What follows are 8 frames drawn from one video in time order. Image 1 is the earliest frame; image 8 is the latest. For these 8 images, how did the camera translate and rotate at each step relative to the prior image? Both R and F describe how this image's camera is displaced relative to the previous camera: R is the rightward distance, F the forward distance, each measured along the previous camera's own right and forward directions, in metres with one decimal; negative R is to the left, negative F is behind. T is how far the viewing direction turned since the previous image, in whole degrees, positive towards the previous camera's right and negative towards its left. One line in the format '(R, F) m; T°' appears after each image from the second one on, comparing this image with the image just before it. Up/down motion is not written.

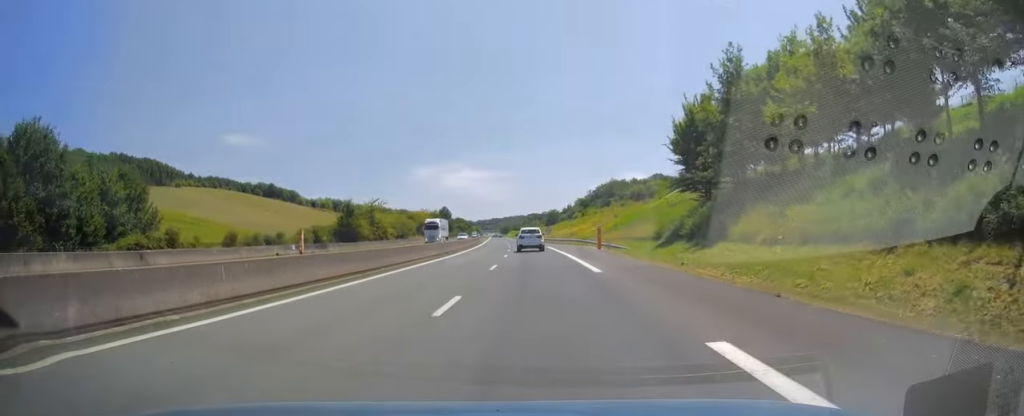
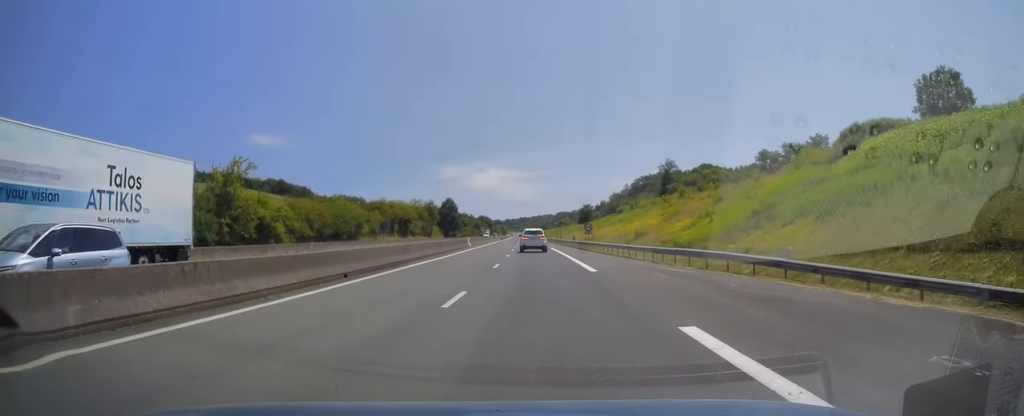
(-1.4, +50.7) m; -3°
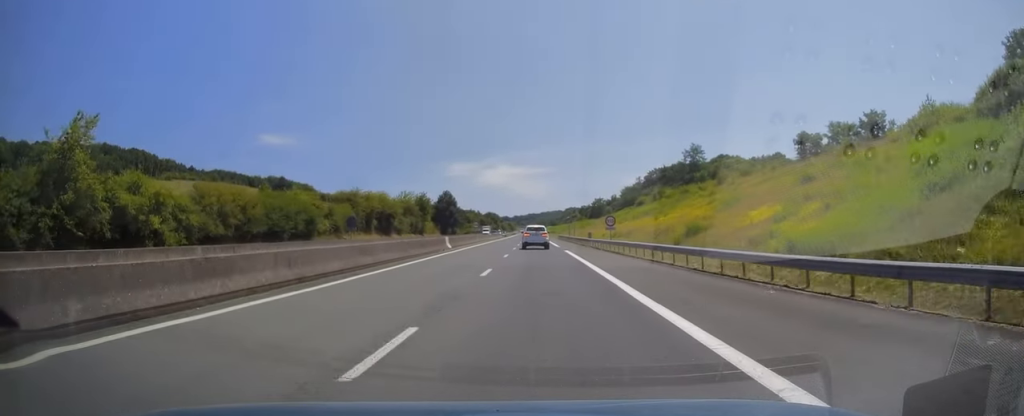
(-0.1, +18.6) m; -1°
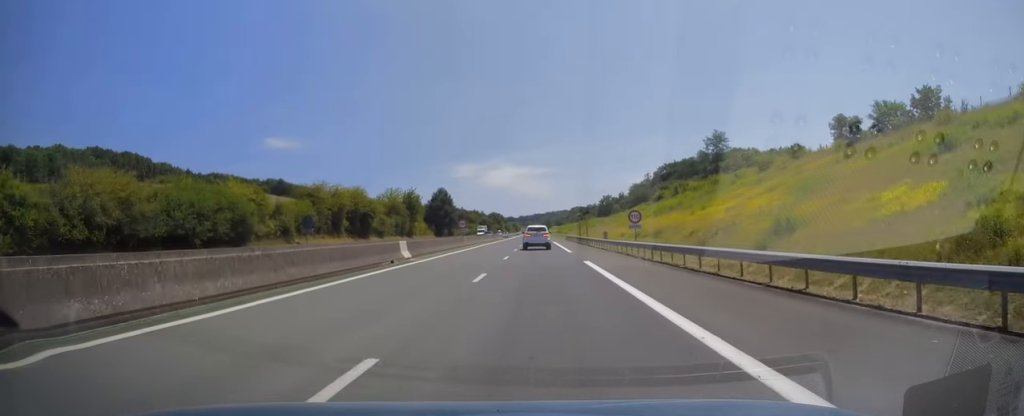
(-0.2, +15.1) m; 0°
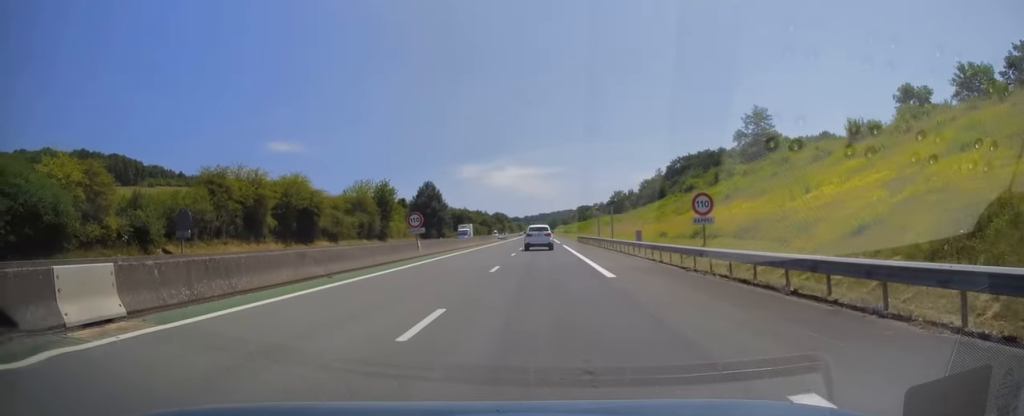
(-0.1, +21.6) m; 0°
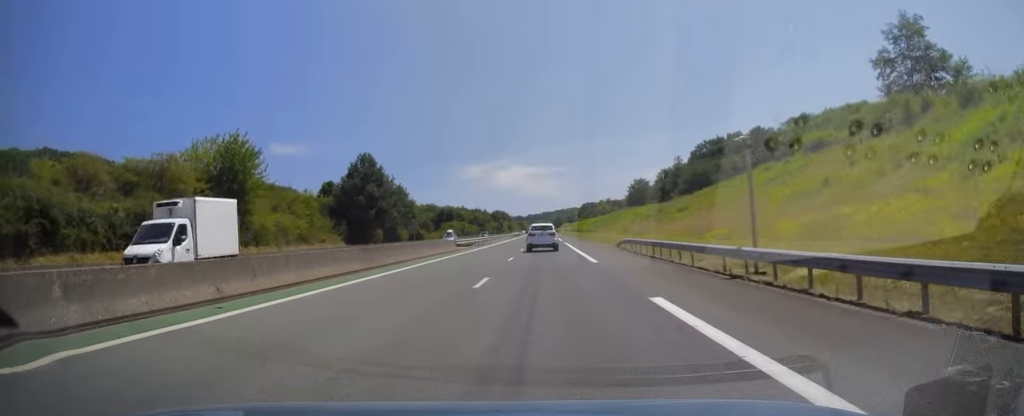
(0.0, +44.9) m; 0°
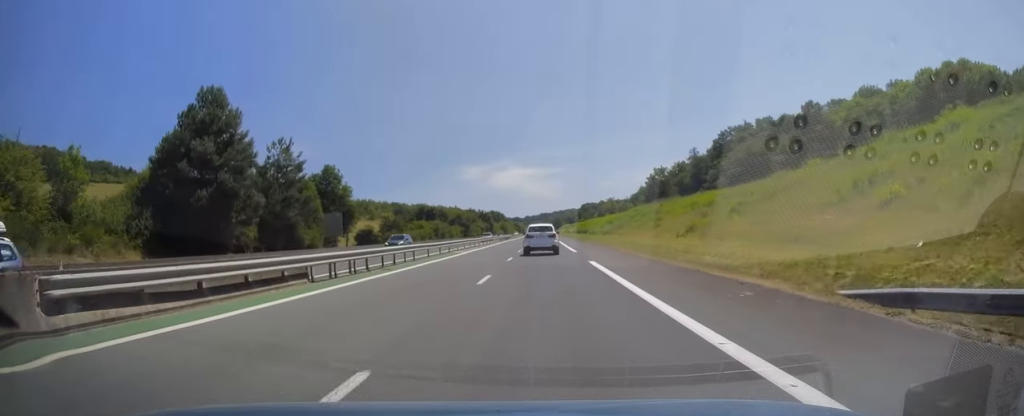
(+0.4, +37.5) m; 0°
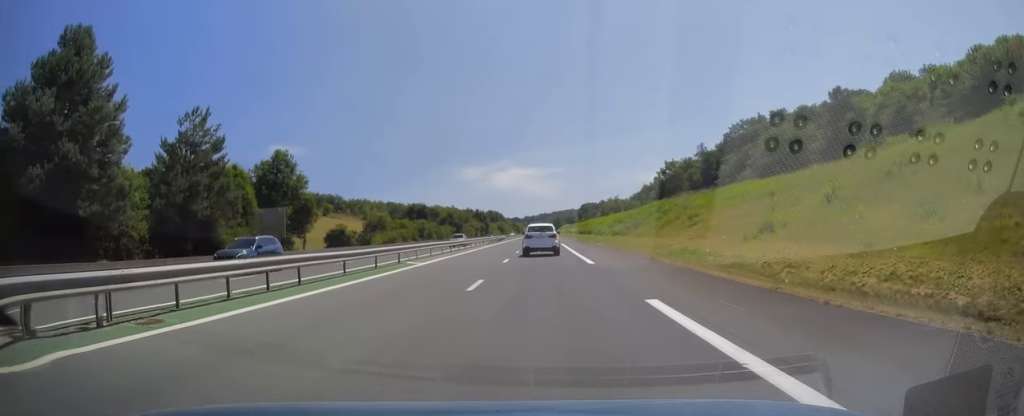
(-0.1, +14.7) m; 0°
